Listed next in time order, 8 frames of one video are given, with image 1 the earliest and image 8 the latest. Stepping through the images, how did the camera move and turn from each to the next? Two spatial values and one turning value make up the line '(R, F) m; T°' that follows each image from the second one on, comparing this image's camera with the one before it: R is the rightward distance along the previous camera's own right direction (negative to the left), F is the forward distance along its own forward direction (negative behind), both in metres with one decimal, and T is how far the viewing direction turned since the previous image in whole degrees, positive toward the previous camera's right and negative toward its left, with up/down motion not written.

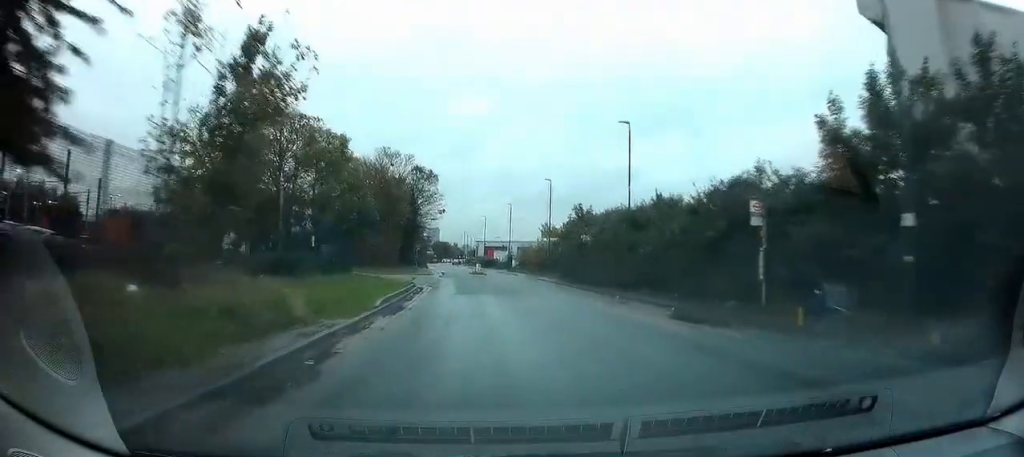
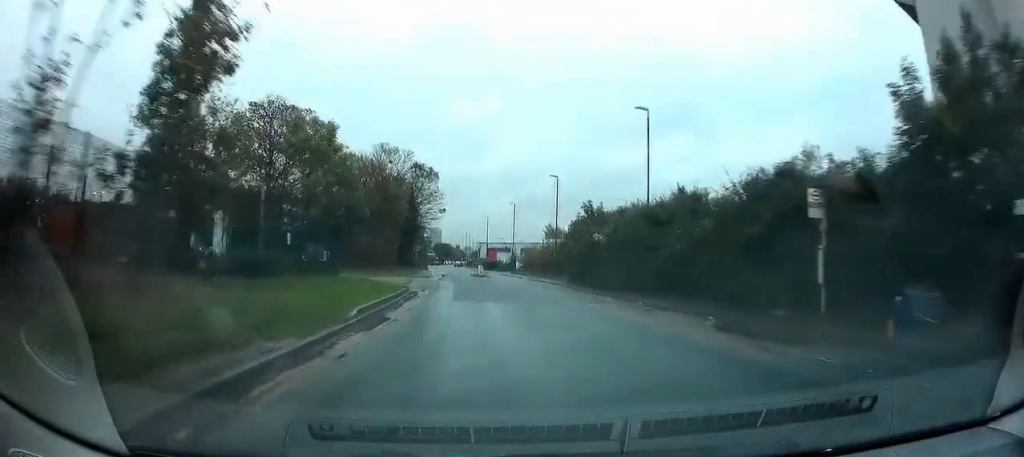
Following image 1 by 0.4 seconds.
(+0.2, +3.6) m; 0°
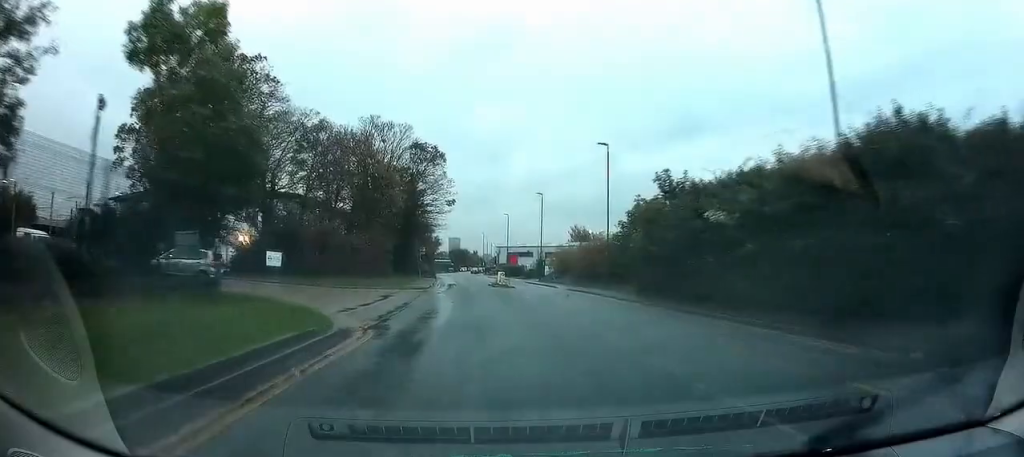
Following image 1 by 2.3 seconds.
(-0.8, +16.0) m; -5°
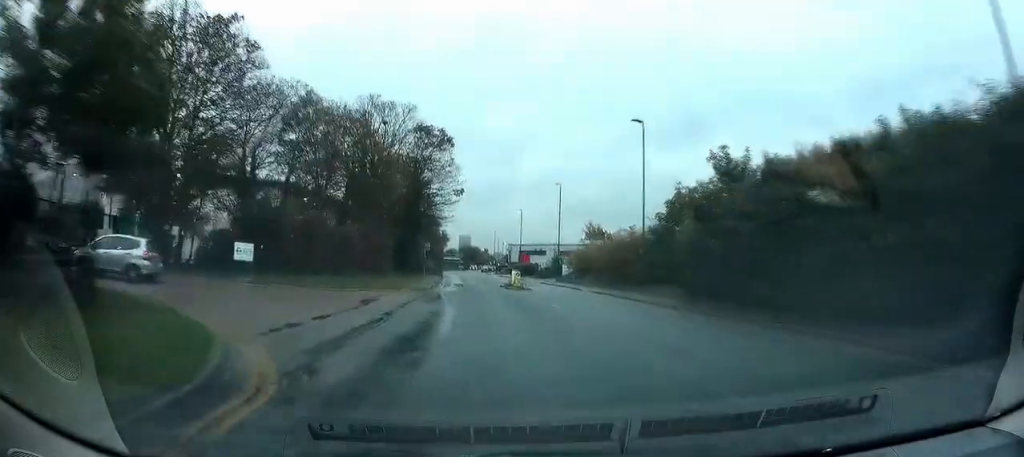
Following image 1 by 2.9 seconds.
(-0.1, +6.1) m; 0°
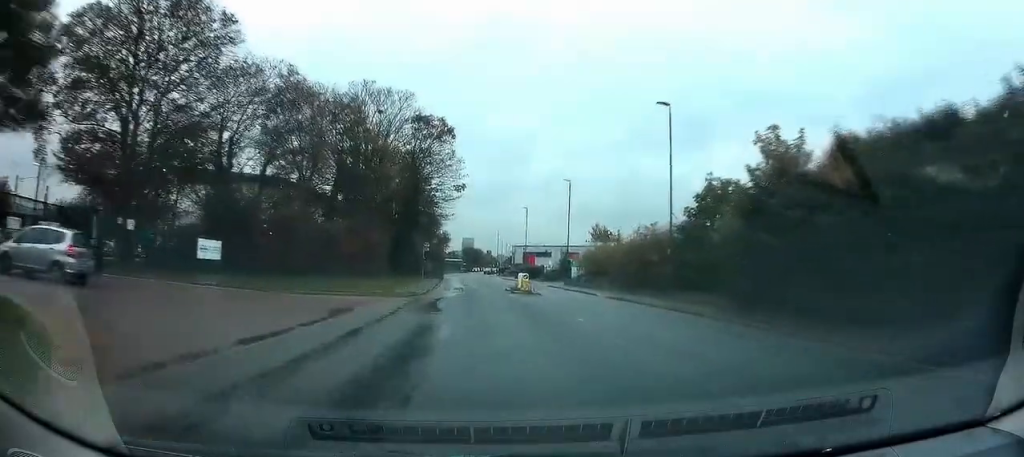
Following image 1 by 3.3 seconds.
(+0.1, +4.4) m; -1°
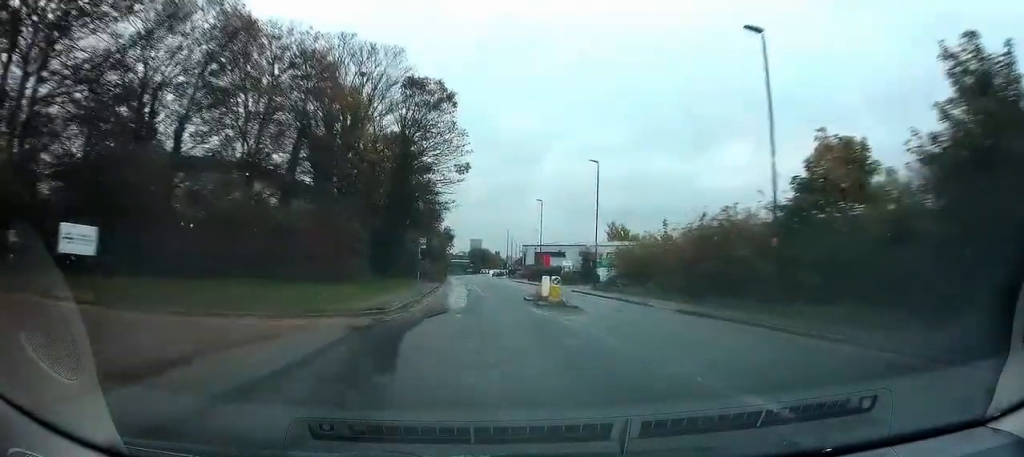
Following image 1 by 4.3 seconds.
(-0.1, +10.4) m; -2°
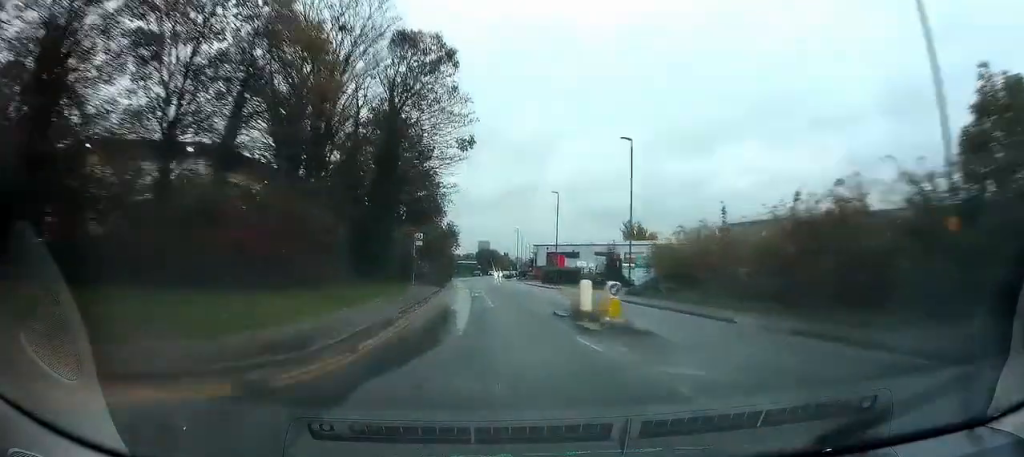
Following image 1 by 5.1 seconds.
(-0.2, +8.4) m; -1°
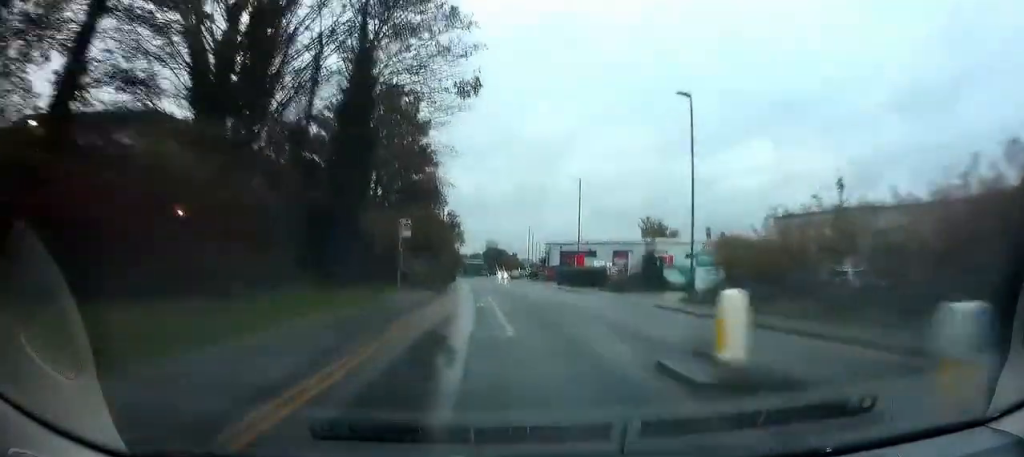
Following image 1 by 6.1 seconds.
(0.0, +9.9) m; 0°
